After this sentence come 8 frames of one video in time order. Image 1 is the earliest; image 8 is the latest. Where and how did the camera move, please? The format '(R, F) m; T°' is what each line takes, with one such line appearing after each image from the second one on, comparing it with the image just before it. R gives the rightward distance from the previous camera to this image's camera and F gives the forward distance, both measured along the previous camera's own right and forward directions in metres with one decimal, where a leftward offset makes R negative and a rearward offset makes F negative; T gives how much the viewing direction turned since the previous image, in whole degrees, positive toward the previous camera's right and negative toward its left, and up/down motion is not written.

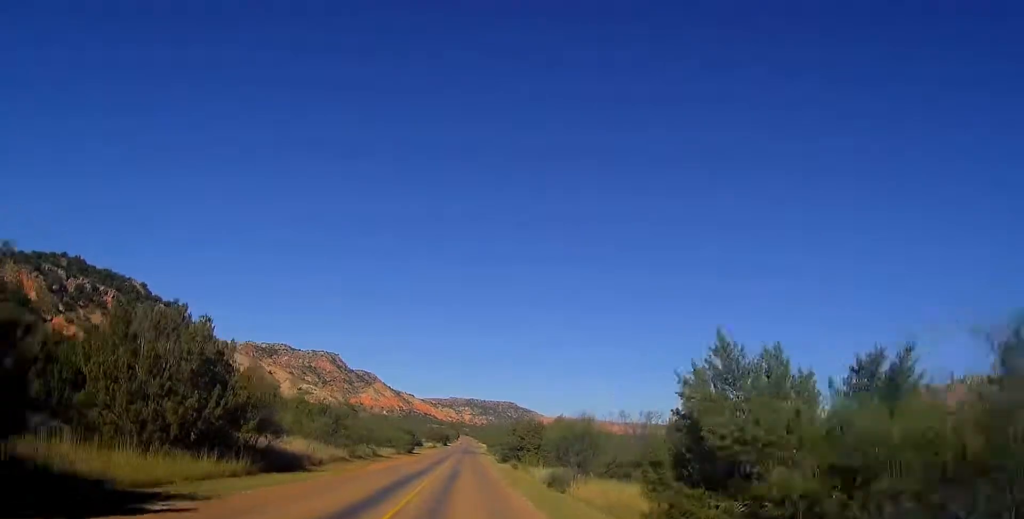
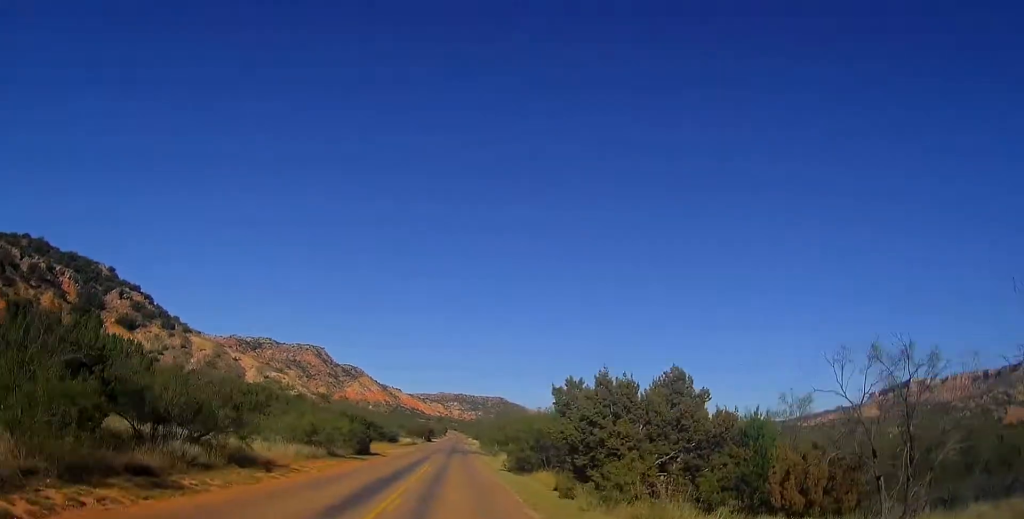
(0.0, +27.7) m; 0°
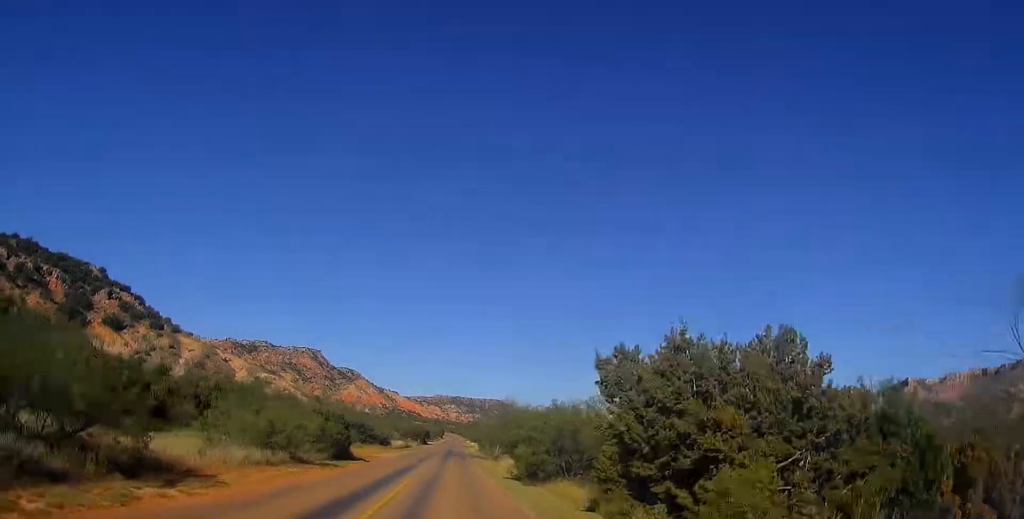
(+0.1, +6.7) m; +1°
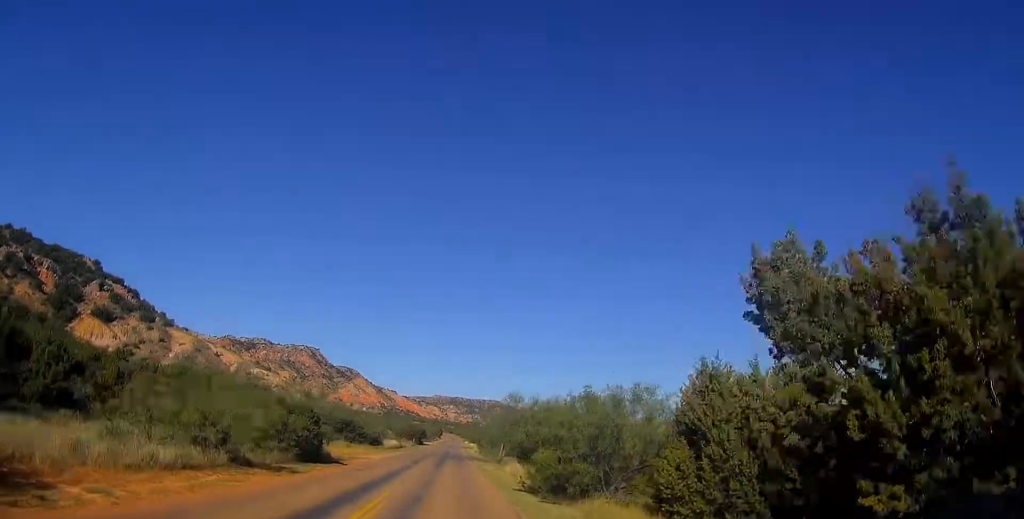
(0.0, +7.2) m; +1°
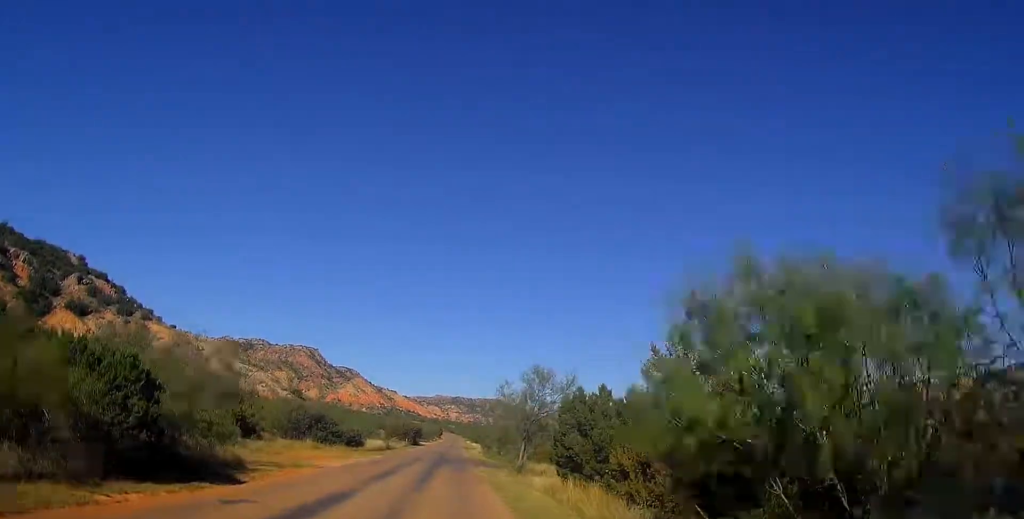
(+0.2, +16.2) m; 0°
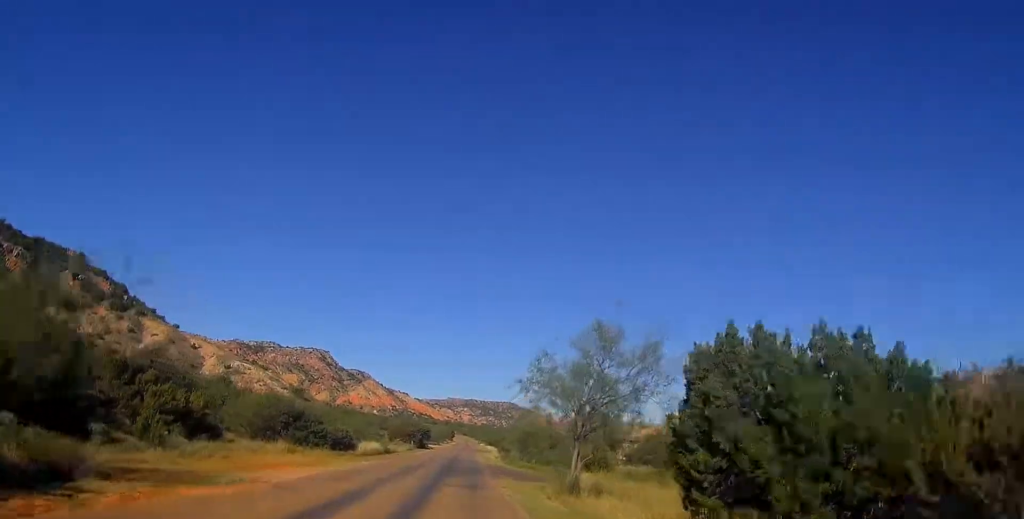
(-0.1, +12.5) m; -2°
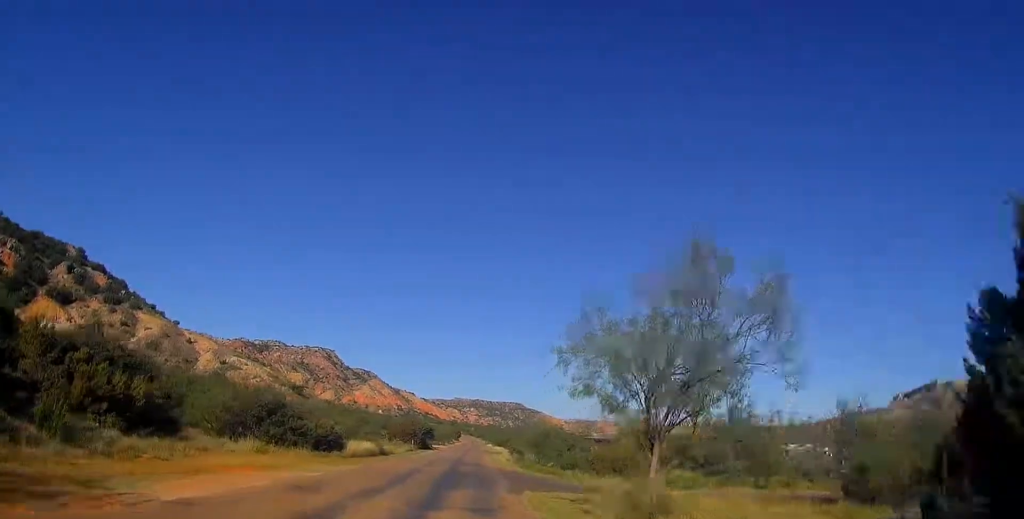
(0.0, +8.0) m; -1°
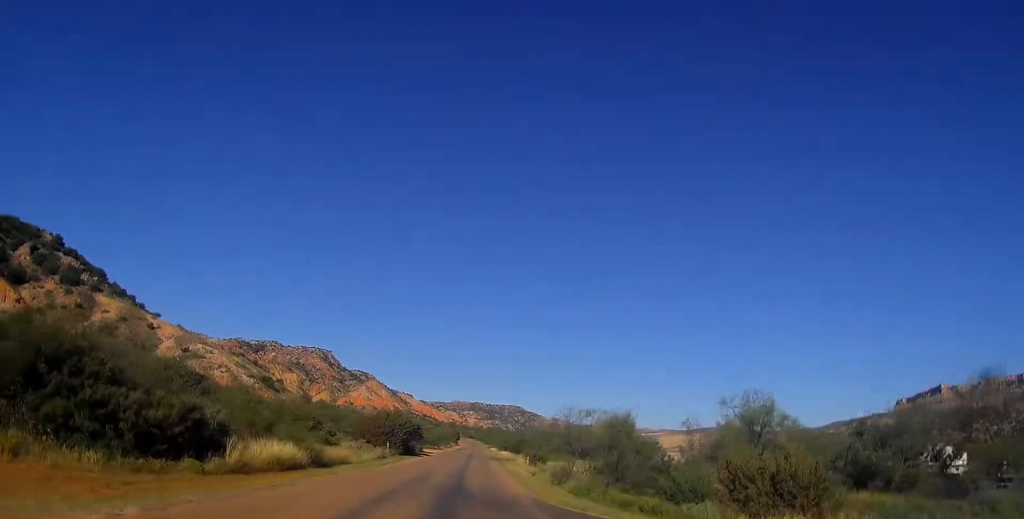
(-0.2, +23.0) m; +1°
